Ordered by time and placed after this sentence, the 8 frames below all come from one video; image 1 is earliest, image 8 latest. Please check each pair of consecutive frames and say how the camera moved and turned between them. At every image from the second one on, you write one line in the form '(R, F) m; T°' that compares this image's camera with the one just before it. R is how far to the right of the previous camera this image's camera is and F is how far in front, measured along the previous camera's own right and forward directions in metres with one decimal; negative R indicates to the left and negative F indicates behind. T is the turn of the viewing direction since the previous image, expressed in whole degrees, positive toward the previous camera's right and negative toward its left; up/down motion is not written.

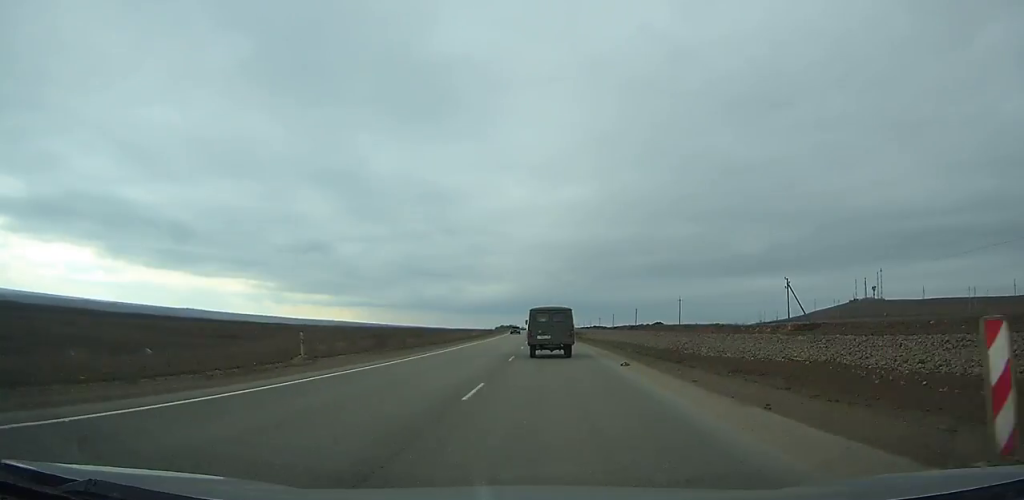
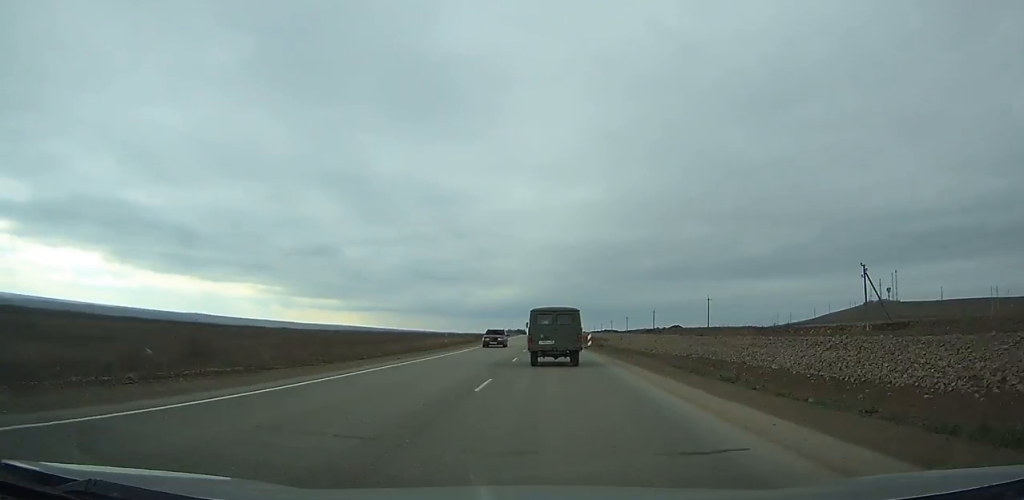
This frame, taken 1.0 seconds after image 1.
(-0.1, +22.6) m; -1°
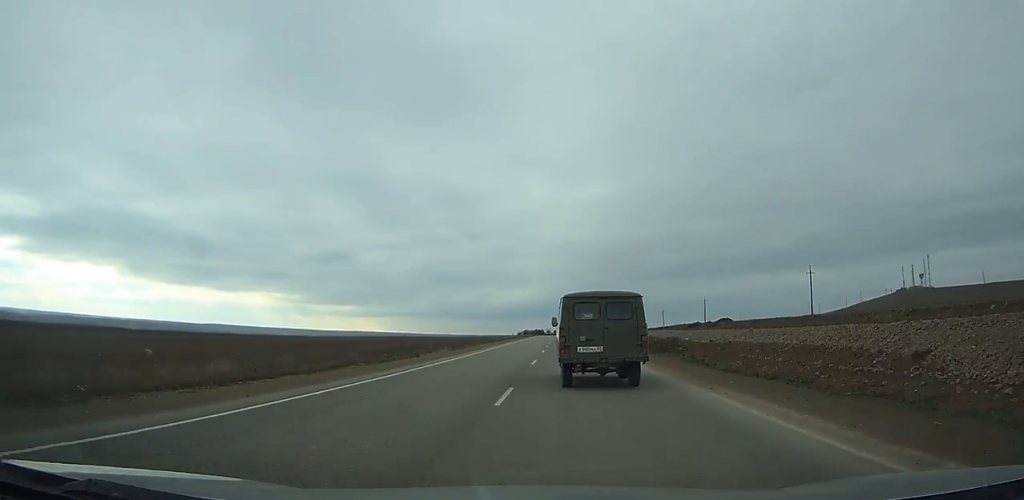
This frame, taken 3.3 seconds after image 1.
(-0.9, +52.8) m; -1°
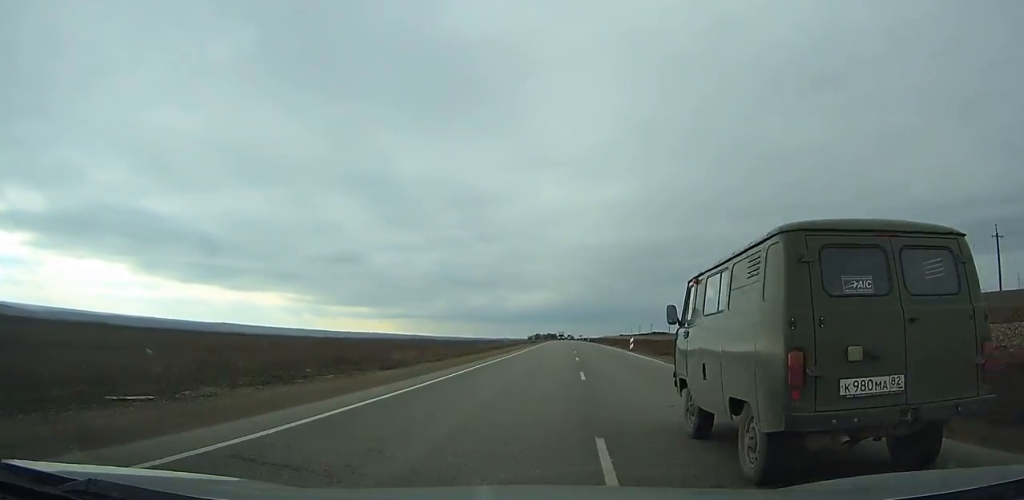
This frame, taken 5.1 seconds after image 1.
(-0.4, +44.0) m; +1°
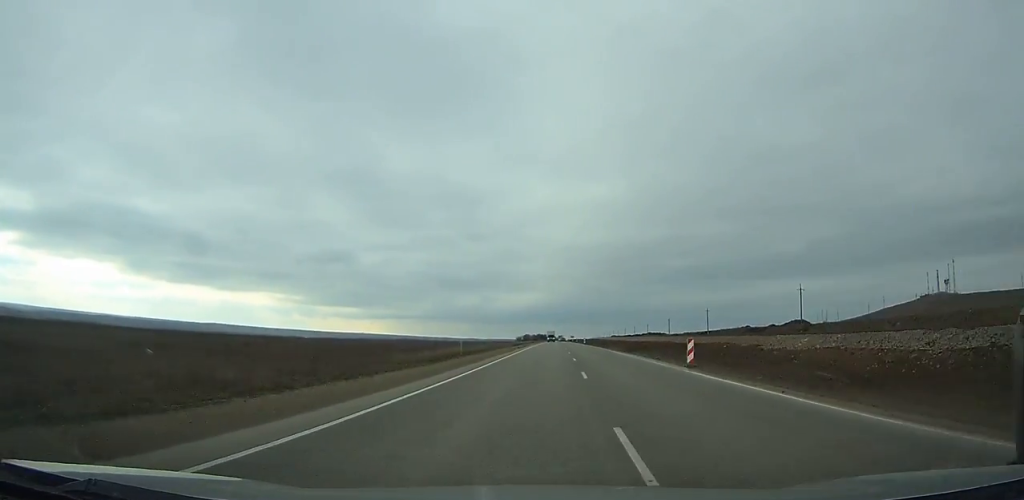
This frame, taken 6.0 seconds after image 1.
(+0.4, +23.8) m; +1°
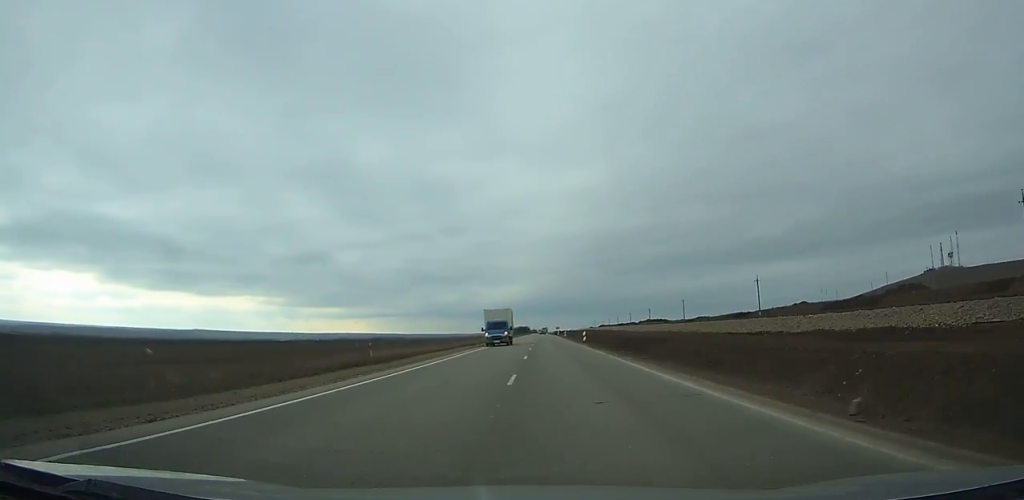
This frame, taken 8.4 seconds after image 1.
(+0.8, +63.0) m; 0°
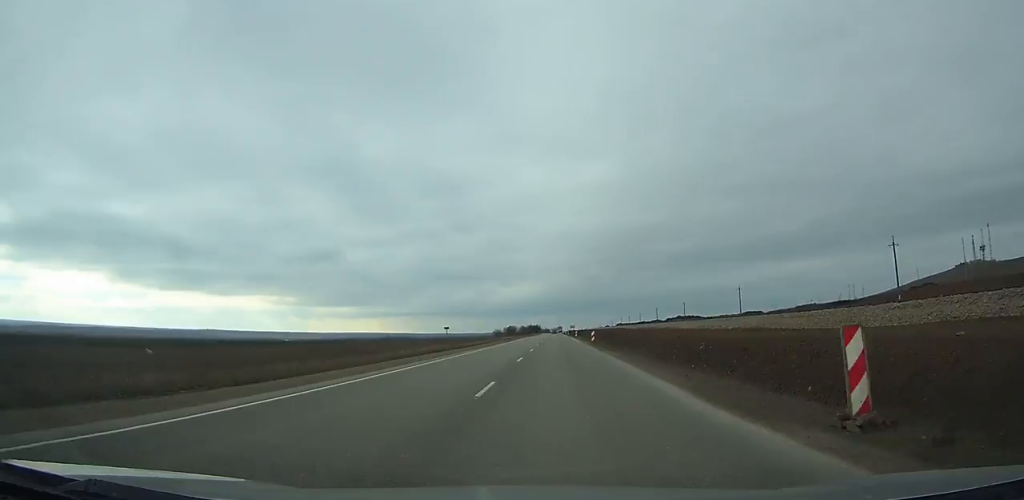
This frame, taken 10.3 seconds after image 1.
(-0.7, +50.3) m; -1°
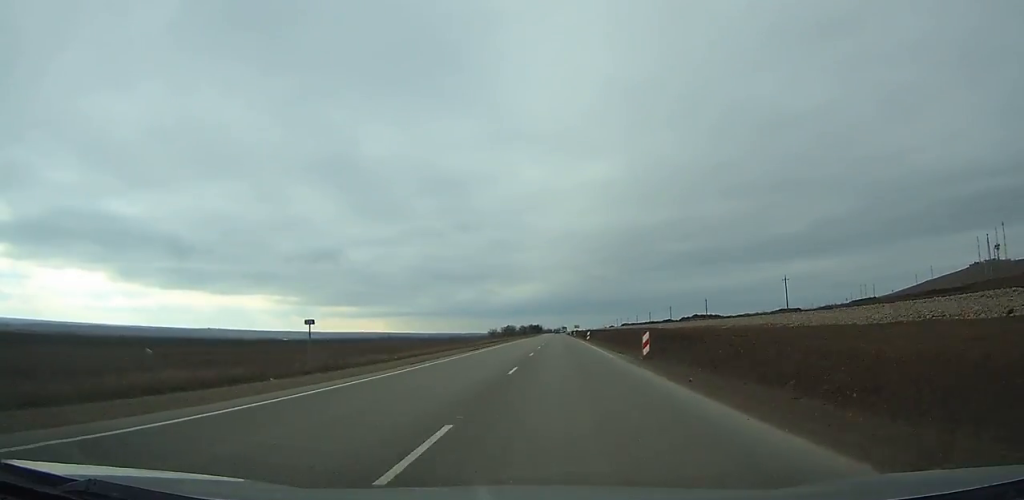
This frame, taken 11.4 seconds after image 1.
(-0.2, +30.7) m; 0°
